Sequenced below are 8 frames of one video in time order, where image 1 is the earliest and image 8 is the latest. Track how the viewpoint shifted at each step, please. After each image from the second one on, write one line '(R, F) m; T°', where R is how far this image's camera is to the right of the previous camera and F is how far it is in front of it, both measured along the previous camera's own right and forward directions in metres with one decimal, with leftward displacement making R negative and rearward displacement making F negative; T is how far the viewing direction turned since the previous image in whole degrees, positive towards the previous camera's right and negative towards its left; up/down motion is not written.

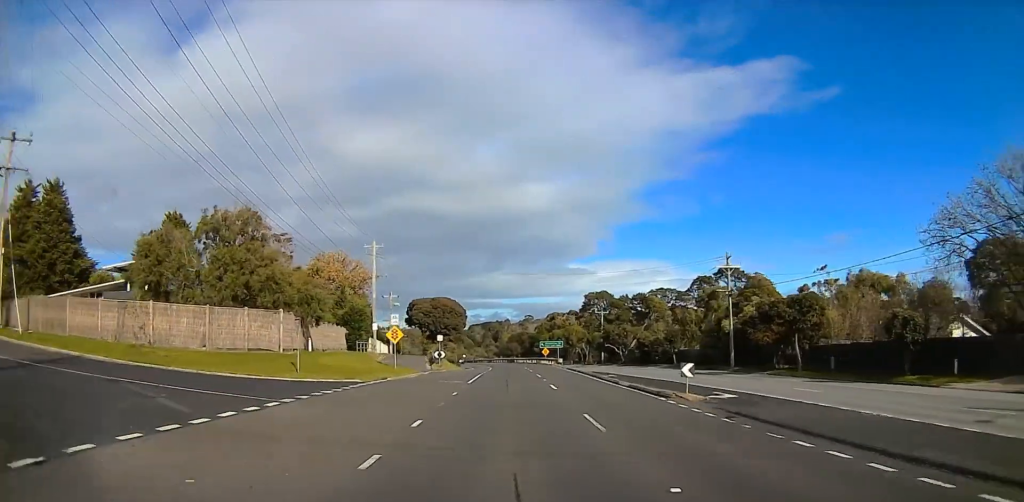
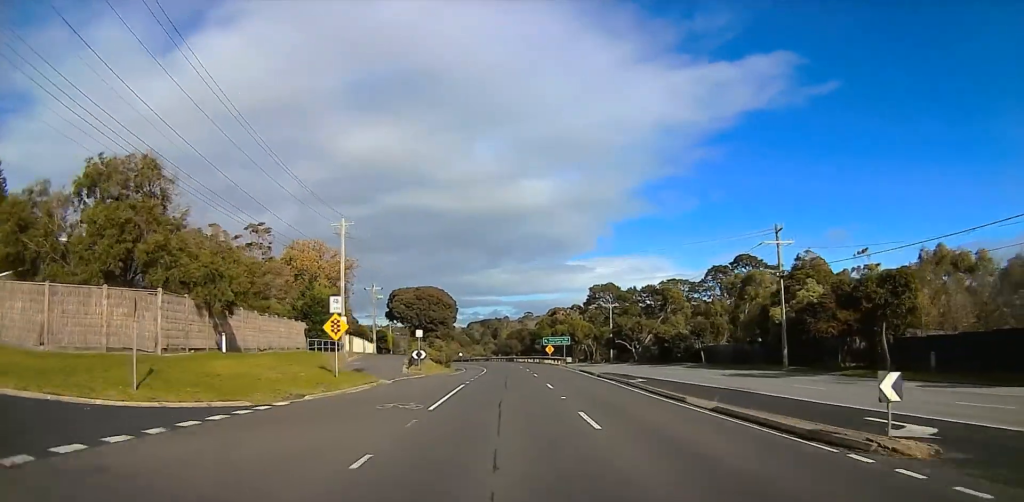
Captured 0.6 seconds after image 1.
(0.0, +9.8) m; 0°
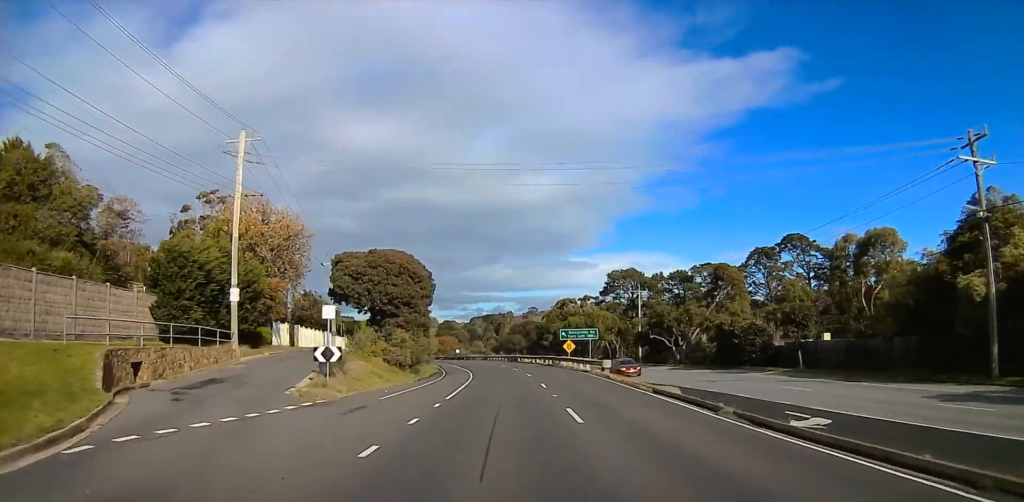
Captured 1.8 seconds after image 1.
(+0.2, +19.2) m; 0°
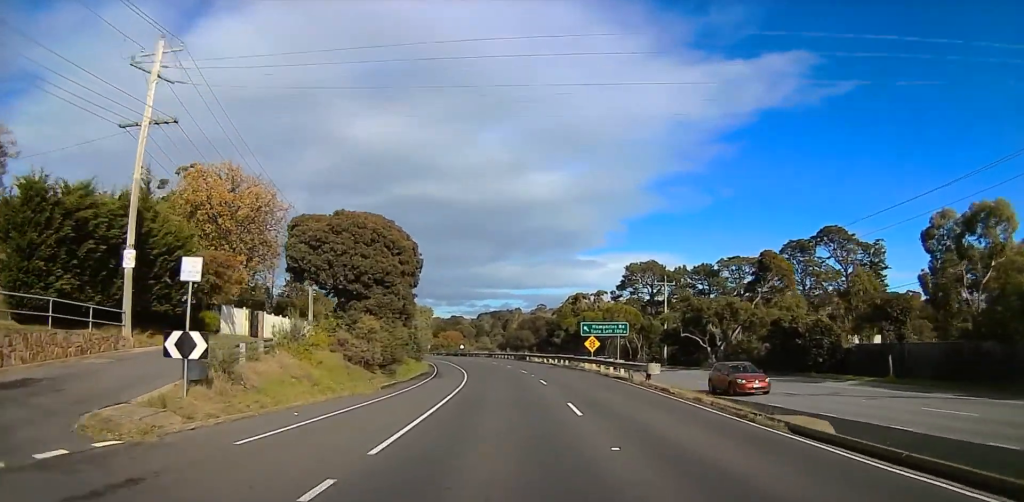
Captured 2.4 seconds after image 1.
(+0.2, +9.7) m; 0°
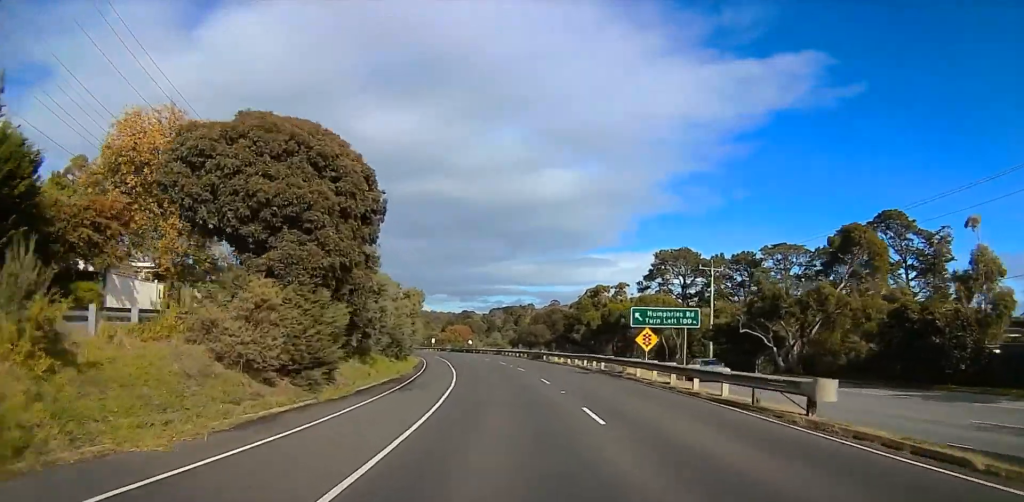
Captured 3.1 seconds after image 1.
(-0.3, +14.4) m; -1°
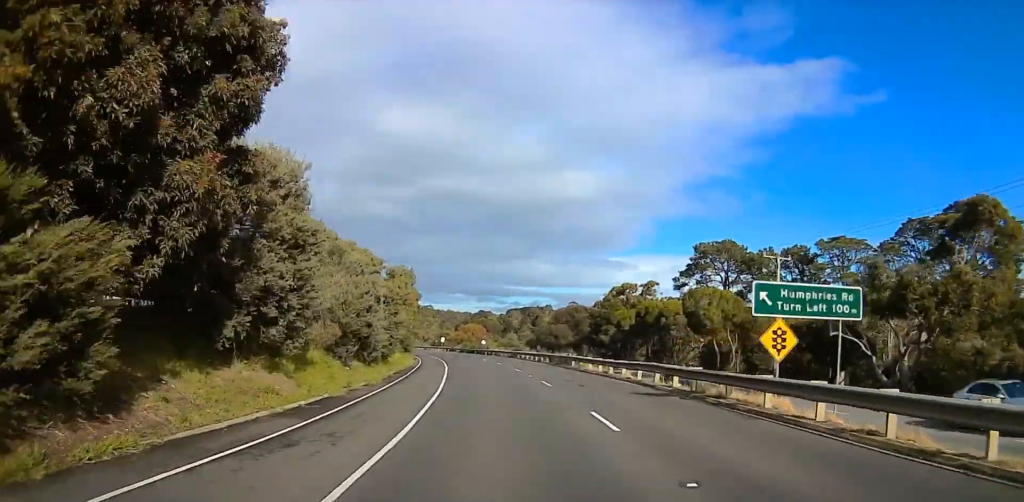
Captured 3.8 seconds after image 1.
(-0.2, +13.9) m; -1°
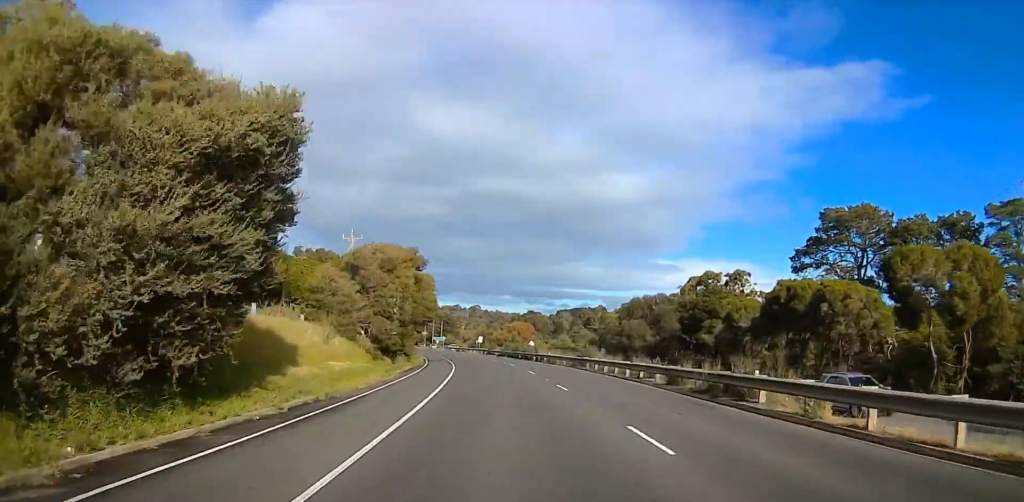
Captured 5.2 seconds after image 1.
(-0.4, +30.4) m; -3°
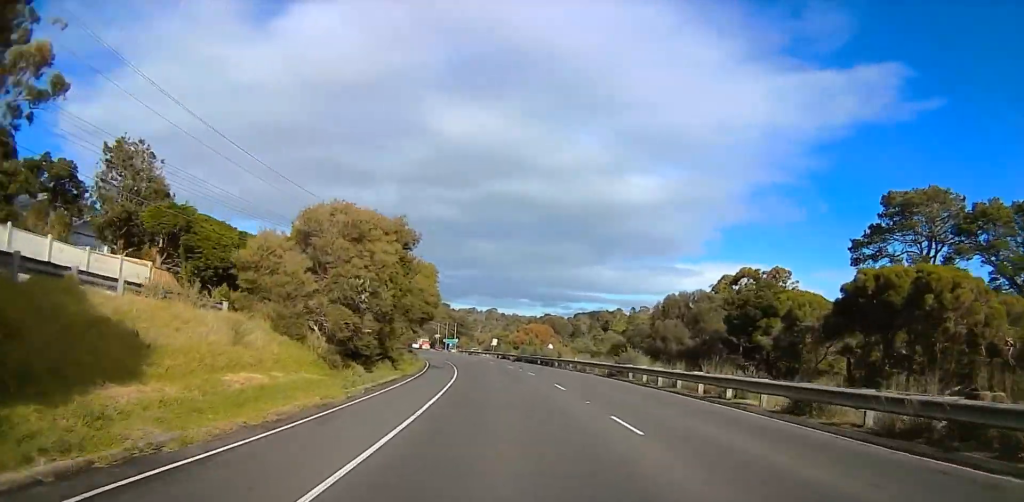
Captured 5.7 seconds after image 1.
(-0.2, +10.6) m; -2°
